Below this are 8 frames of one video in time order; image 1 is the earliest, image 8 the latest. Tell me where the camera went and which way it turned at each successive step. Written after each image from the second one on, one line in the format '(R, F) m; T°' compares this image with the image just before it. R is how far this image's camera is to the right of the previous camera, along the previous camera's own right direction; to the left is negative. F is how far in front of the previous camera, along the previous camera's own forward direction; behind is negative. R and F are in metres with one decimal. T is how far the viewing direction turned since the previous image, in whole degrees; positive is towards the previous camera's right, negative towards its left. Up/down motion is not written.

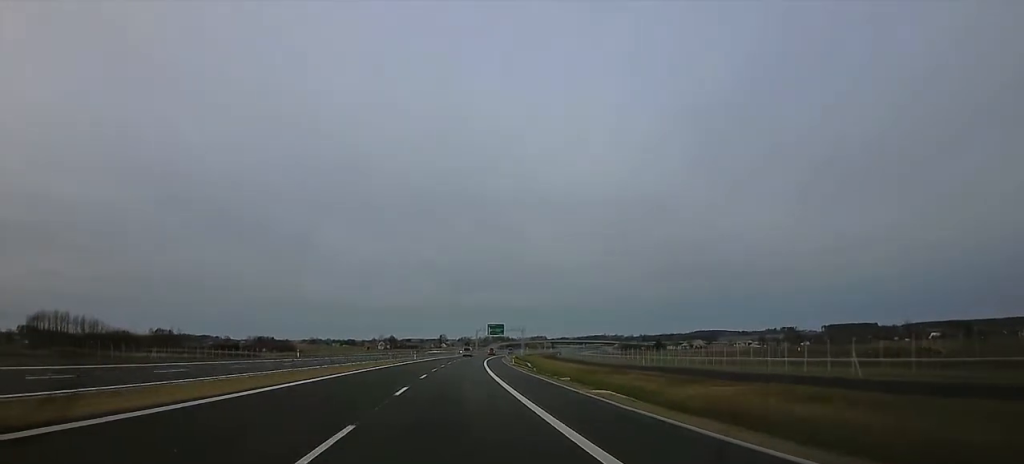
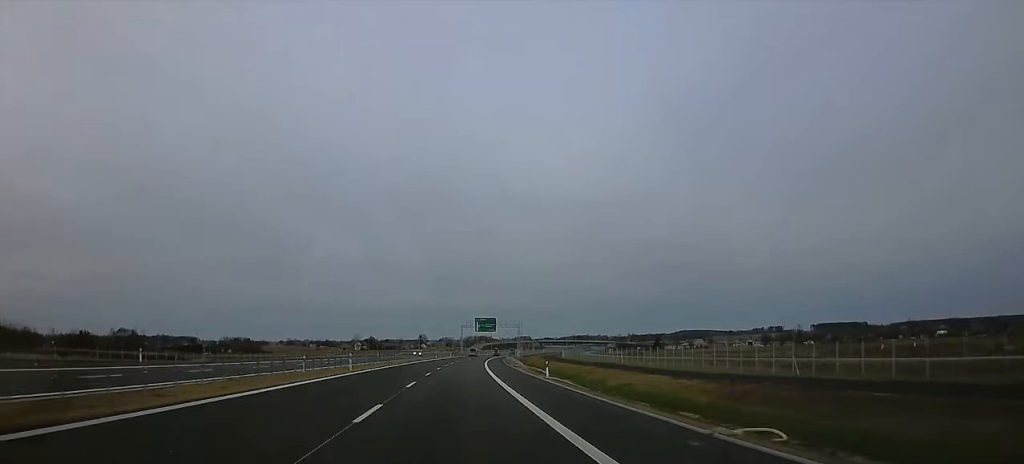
(+0.5, +43.4) m; +2°
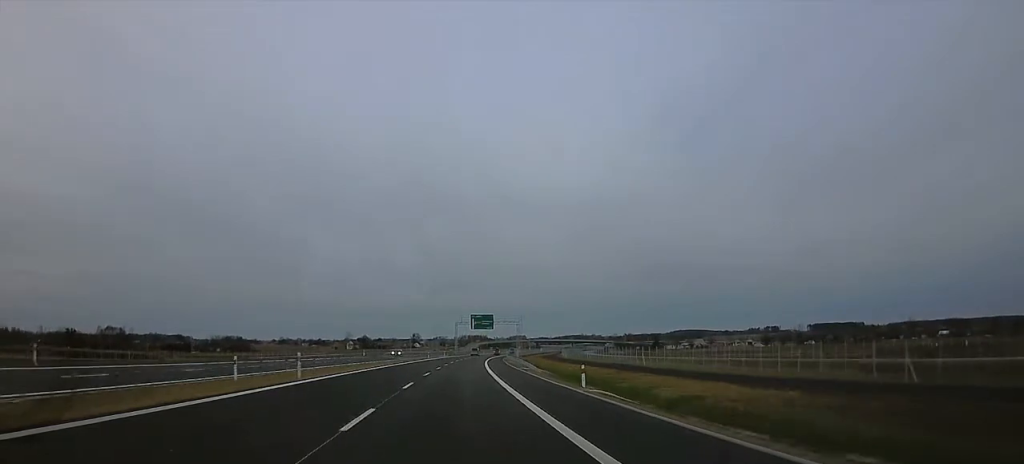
(+0.3, +13.4) m; 0°
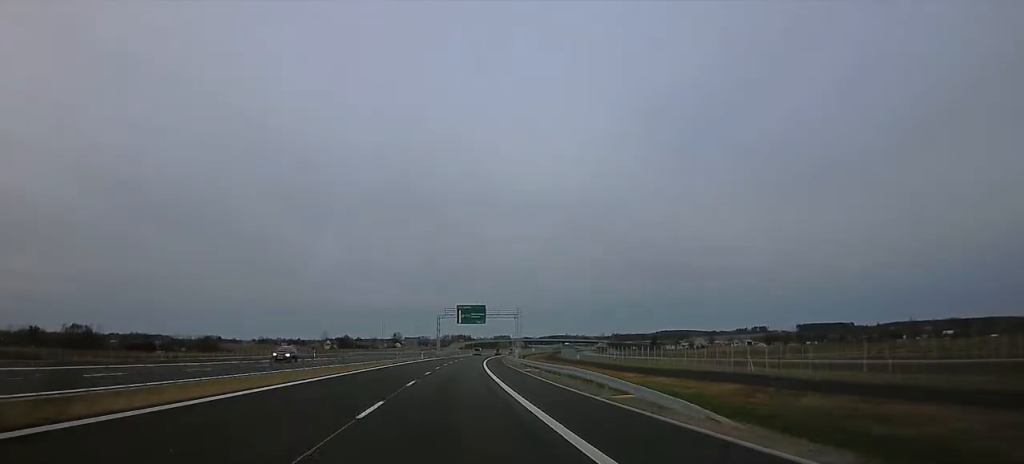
(-0.1, +34.0) m; 0°
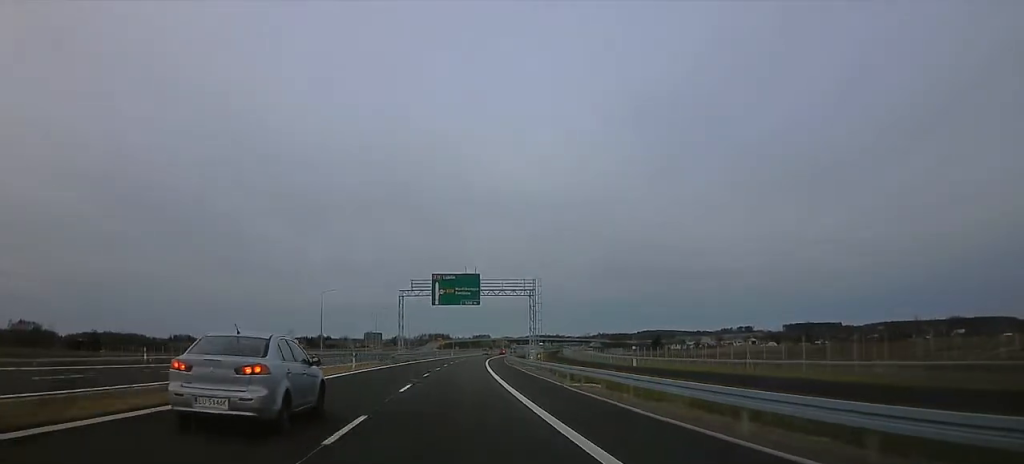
(+1.5, +51.5) m; +5°
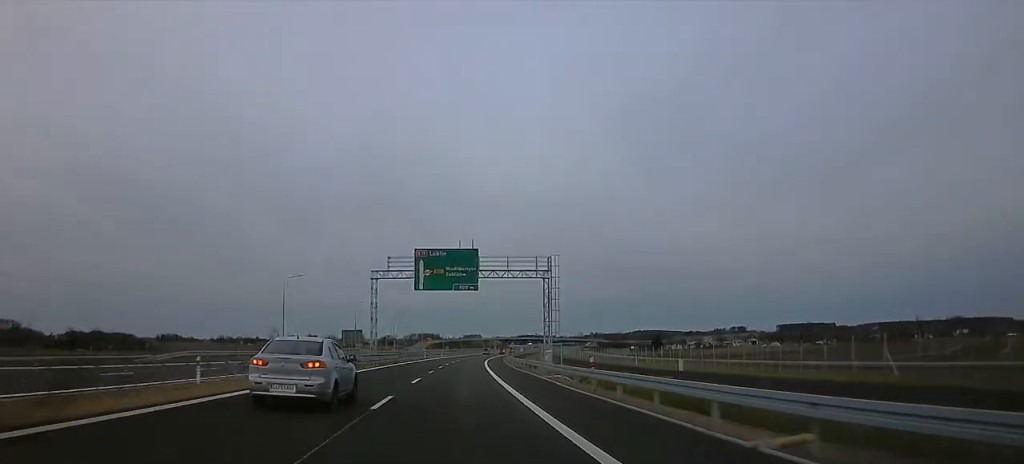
(+1.0, +18.6) m; 0°
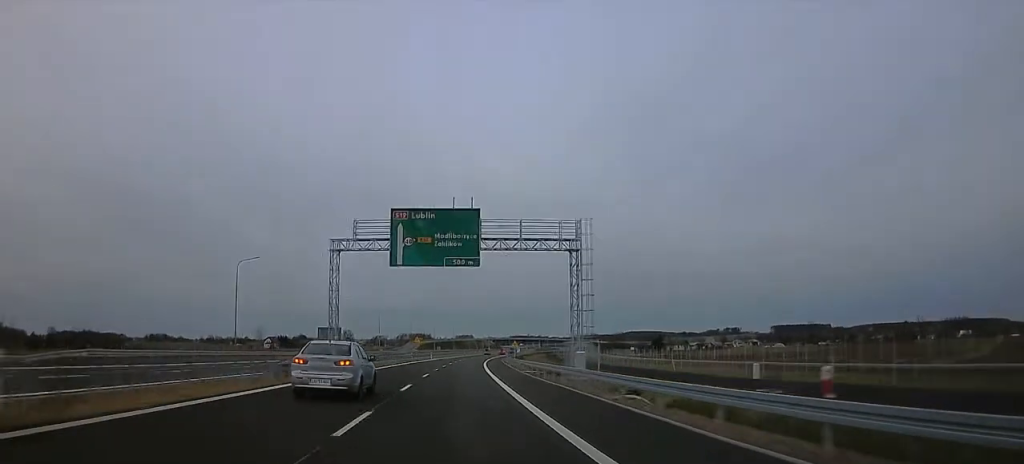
(-0.4, +16.5) m; 0°
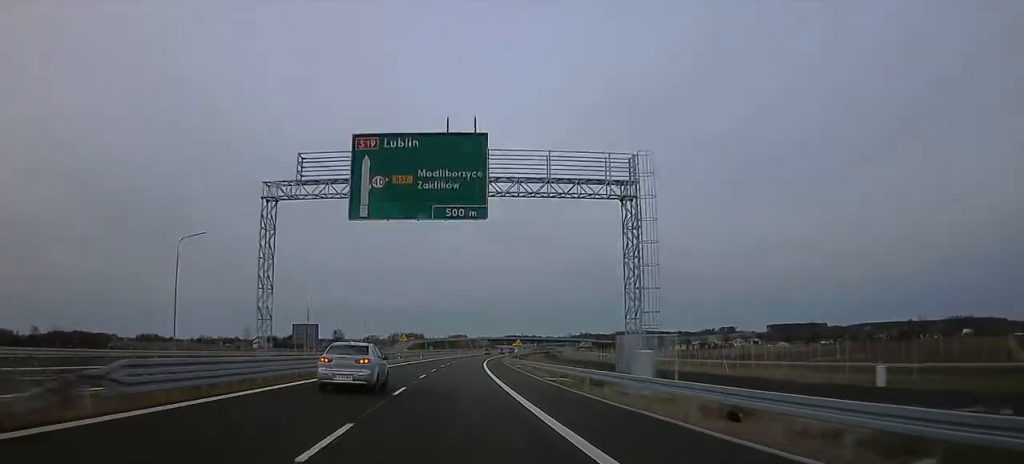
(-0.8, +14.4) m; 0°
